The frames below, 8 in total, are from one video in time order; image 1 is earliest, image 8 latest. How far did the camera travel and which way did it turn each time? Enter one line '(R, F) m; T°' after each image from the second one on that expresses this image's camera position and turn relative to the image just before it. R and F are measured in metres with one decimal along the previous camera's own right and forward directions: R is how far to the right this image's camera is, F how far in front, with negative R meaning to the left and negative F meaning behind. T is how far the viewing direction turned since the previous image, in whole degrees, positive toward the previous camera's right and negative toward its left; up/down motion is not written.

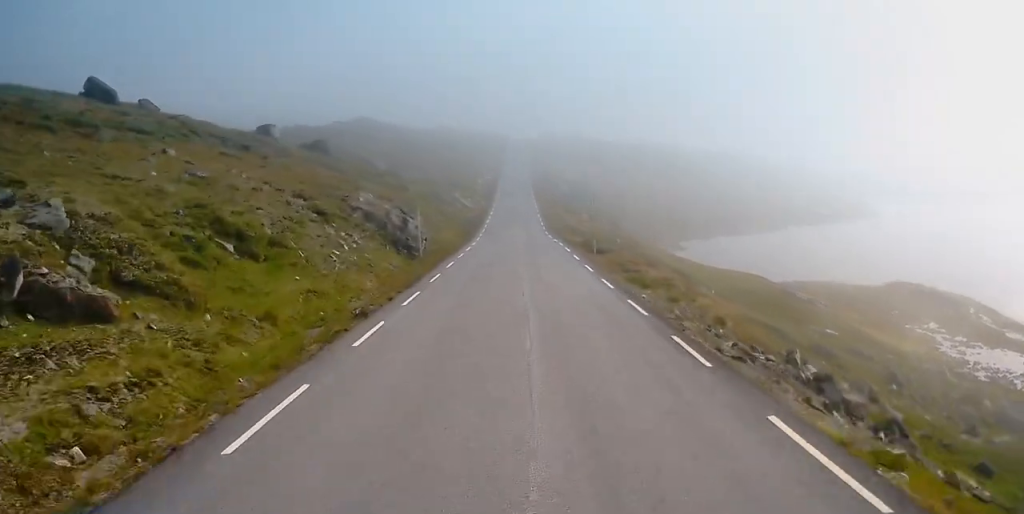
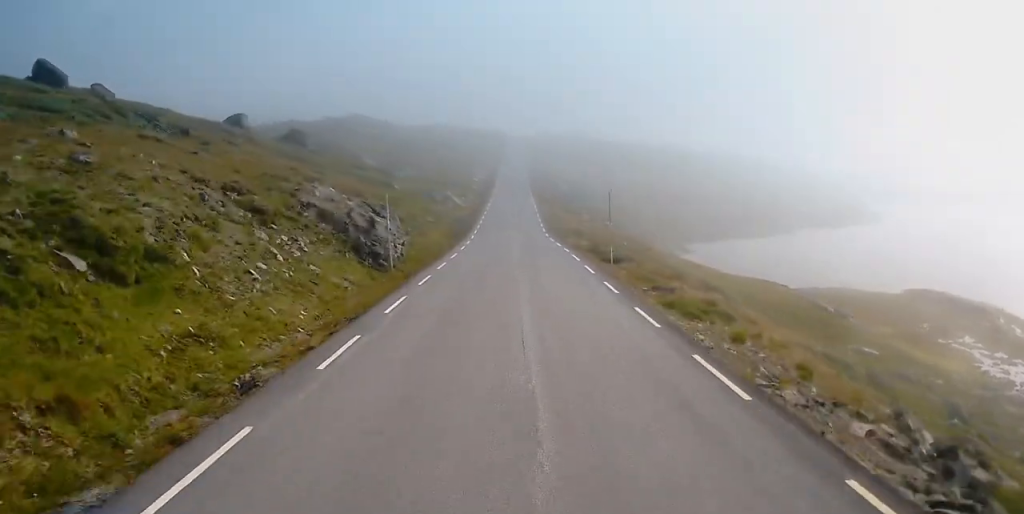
(-0.3, +8.3) m; -1°
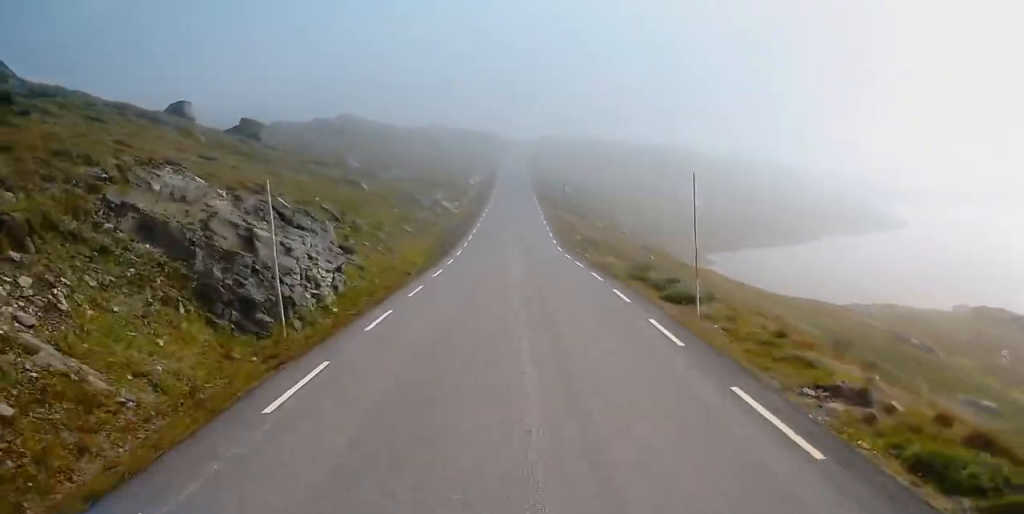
(-0.2, +14.8) m; 0°
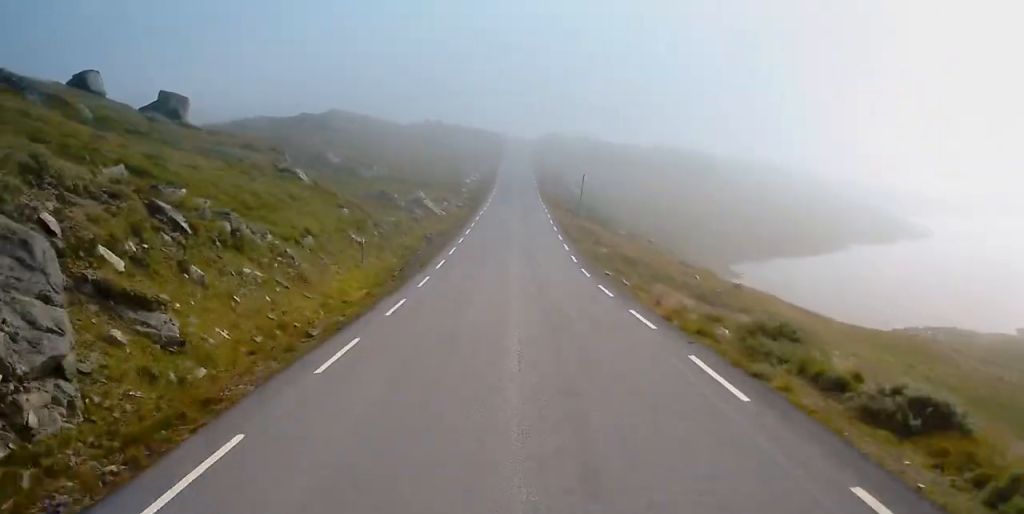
(0.0, +16.0) m; 0°
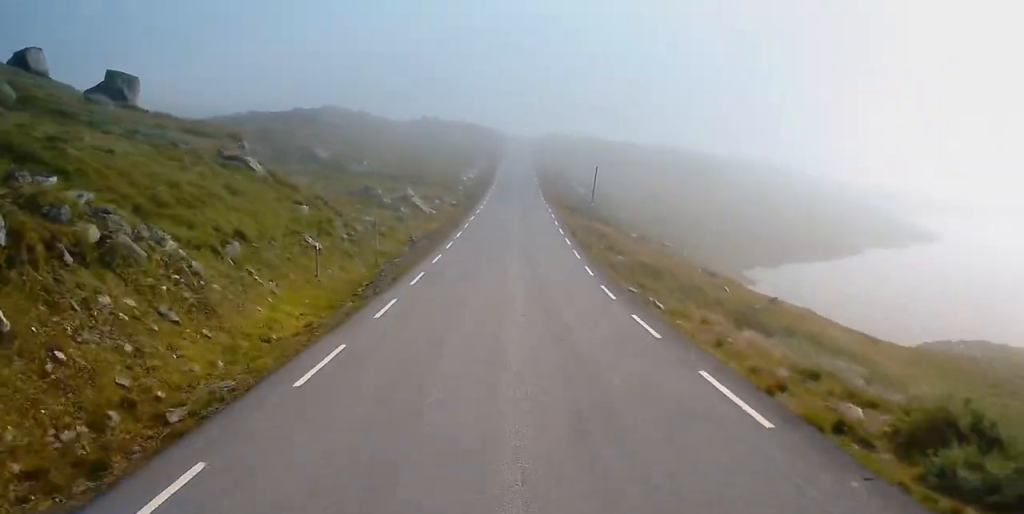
(0.0, +7.2) m; 0°
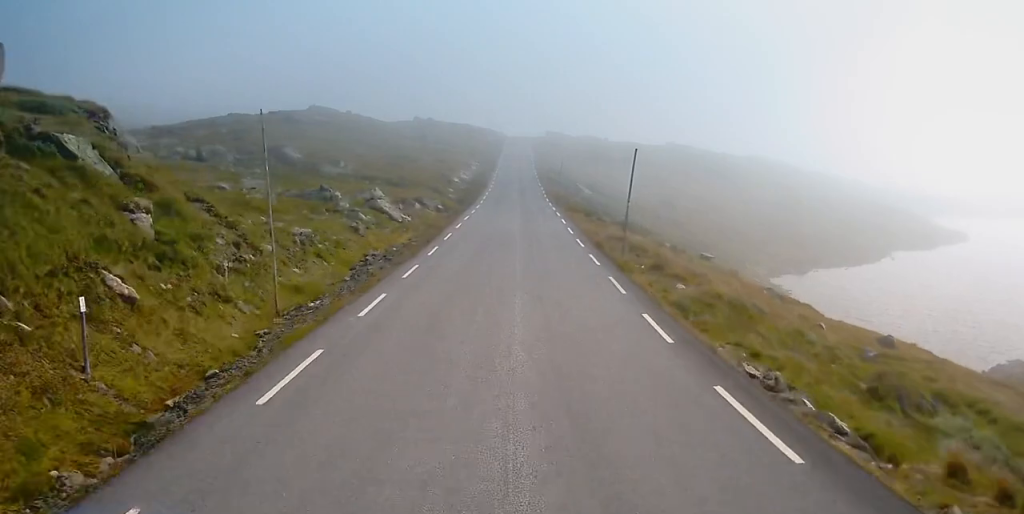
(0.0, +13.3) m; 0°
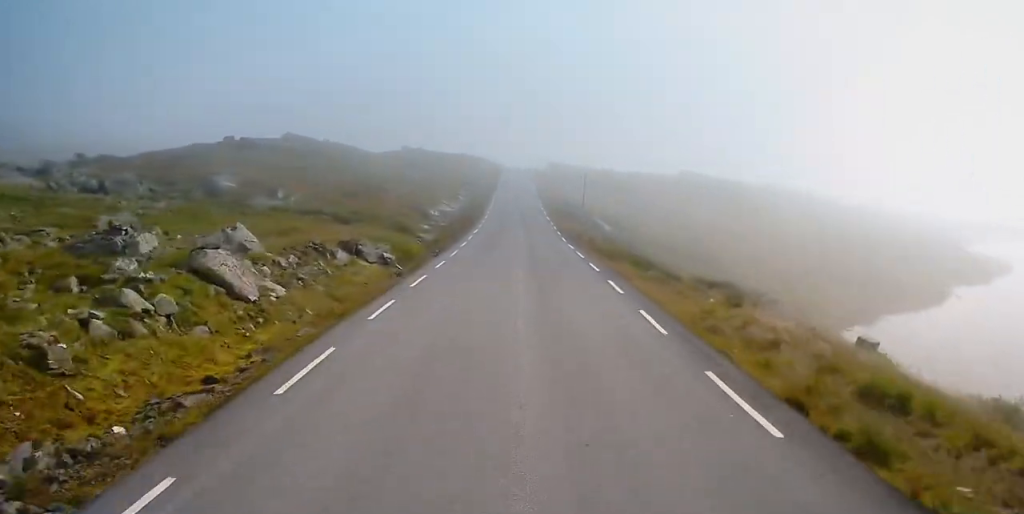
(0.0, +23.1) m; 0°
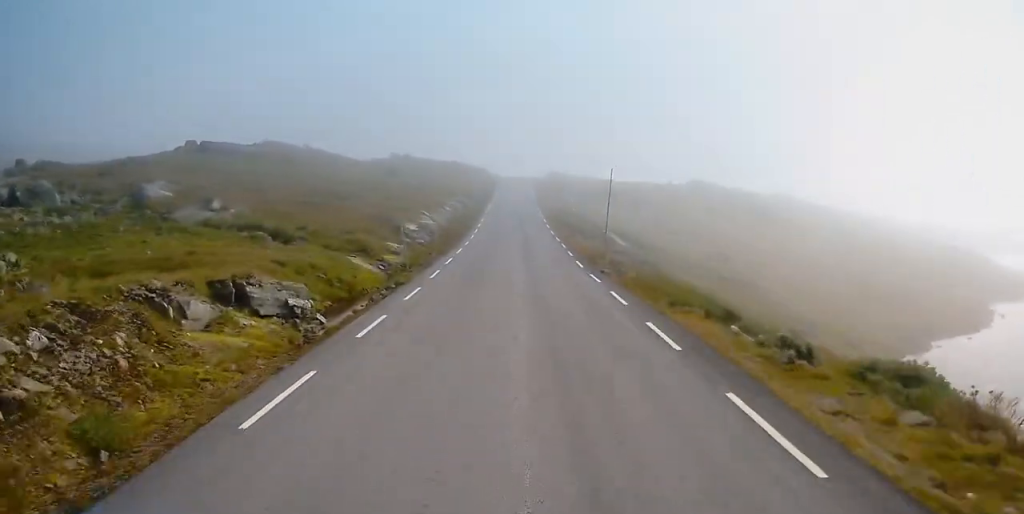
(0.0, +13.1) m; 0°
